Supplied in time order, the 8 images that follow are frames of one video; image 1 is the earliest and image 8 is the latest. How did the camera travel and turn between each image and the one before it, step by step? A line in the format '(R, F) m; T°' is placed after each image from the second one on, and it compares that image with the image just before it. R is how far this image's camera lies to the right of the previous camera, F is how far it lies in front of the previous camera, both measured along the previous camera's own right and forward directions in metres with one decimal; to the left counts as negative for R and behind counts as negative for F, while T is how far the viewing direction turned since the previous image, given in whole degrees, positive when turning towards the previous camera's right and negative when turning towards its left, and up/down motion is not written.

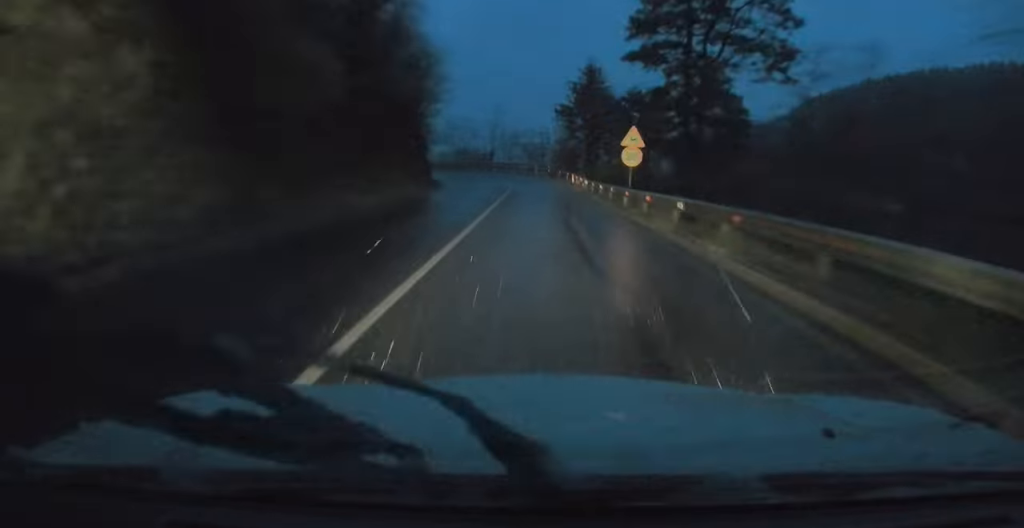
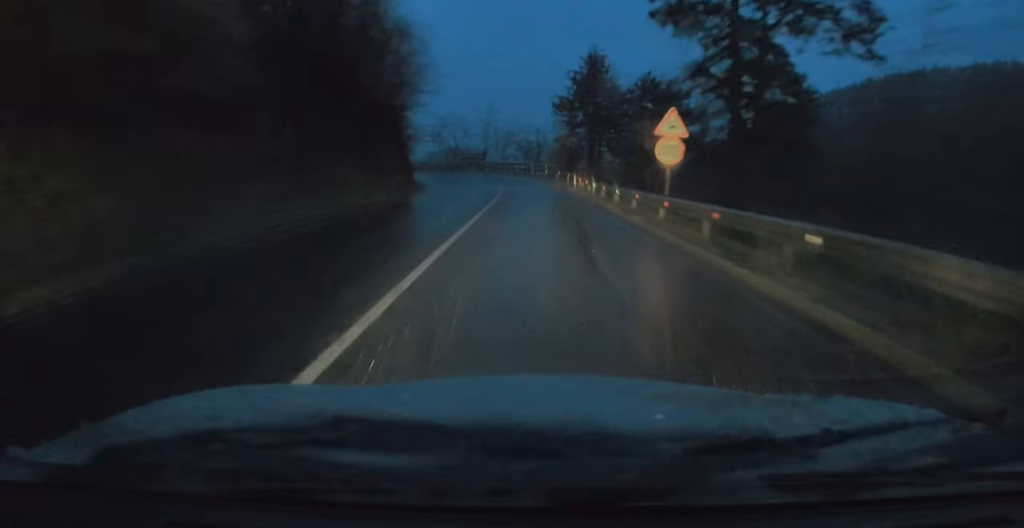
(+0.1, +6.9) m; 0°
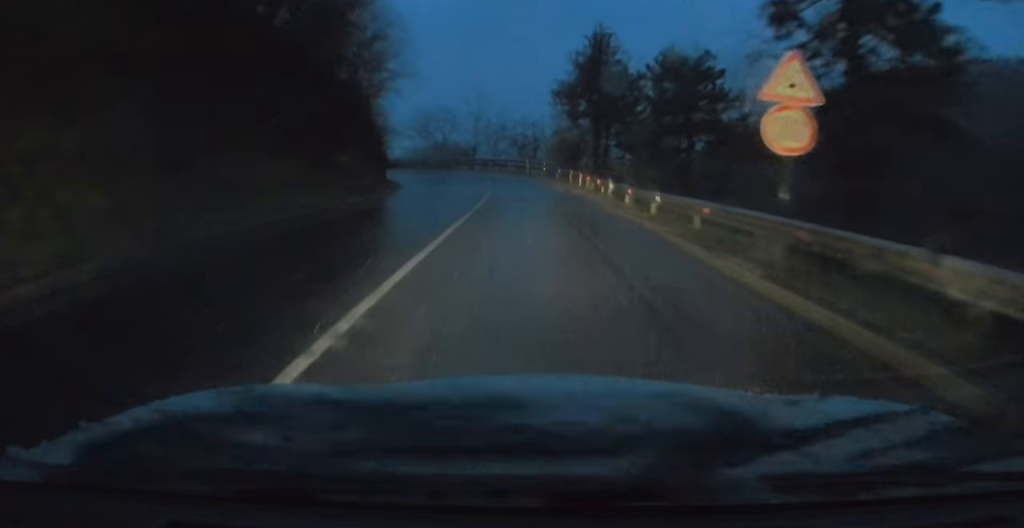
(-0.1, +7.4) m; -2°
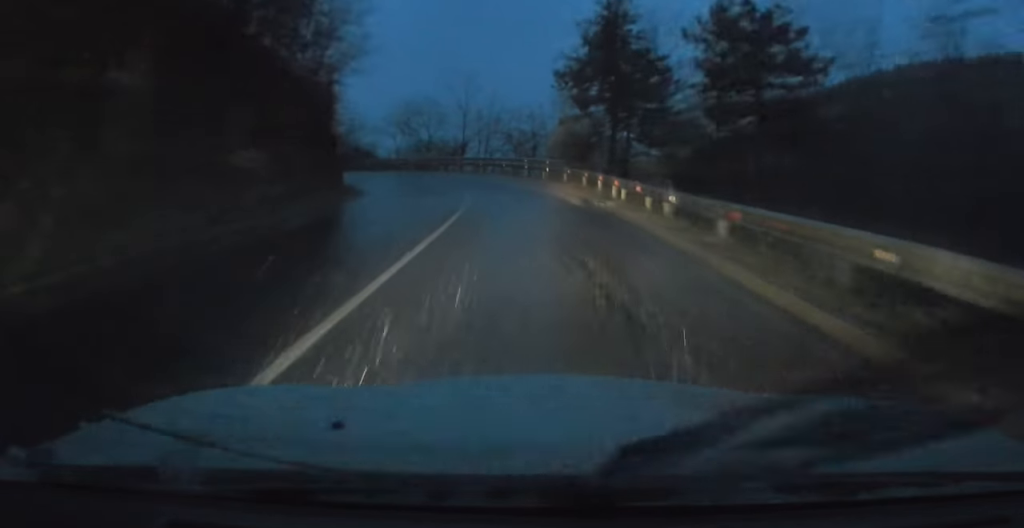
(-0.2, +9.3) m; -3°
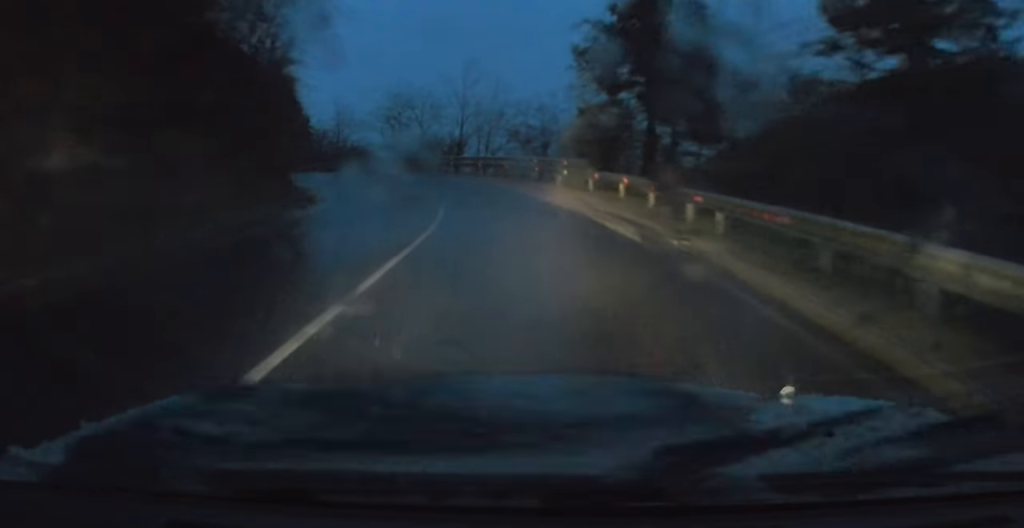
(0.0, +8.8) m; -5°
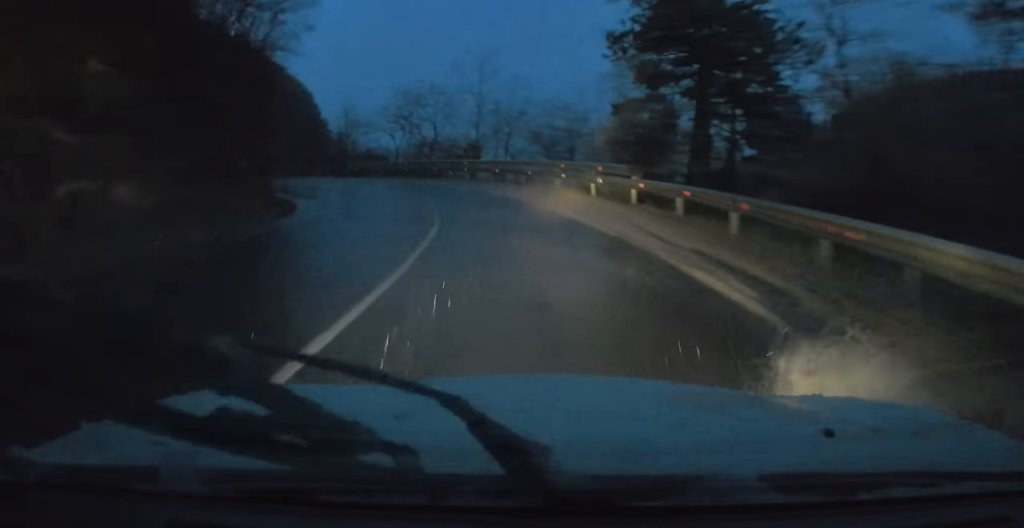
(-0.4, +5.0) m; -4°
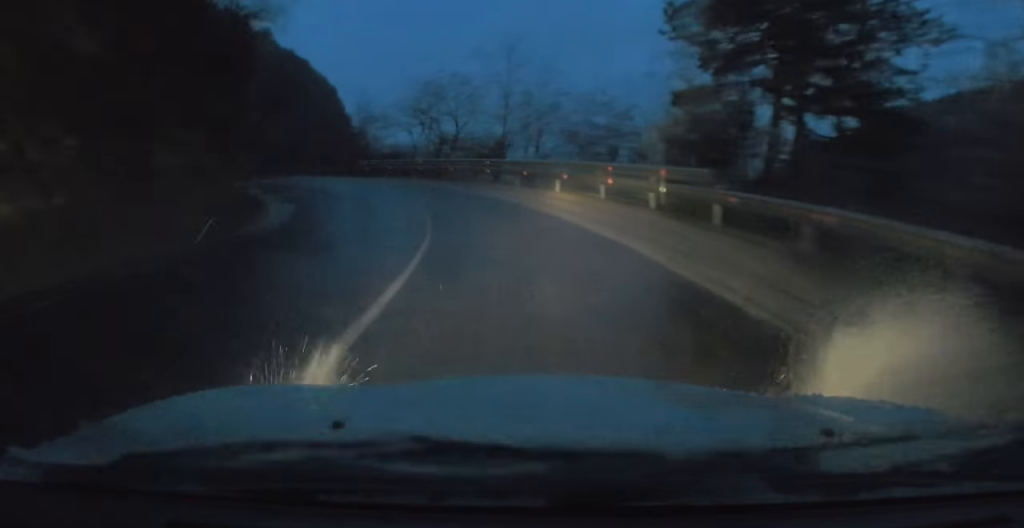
(-0.1, +5.8) m; -5°
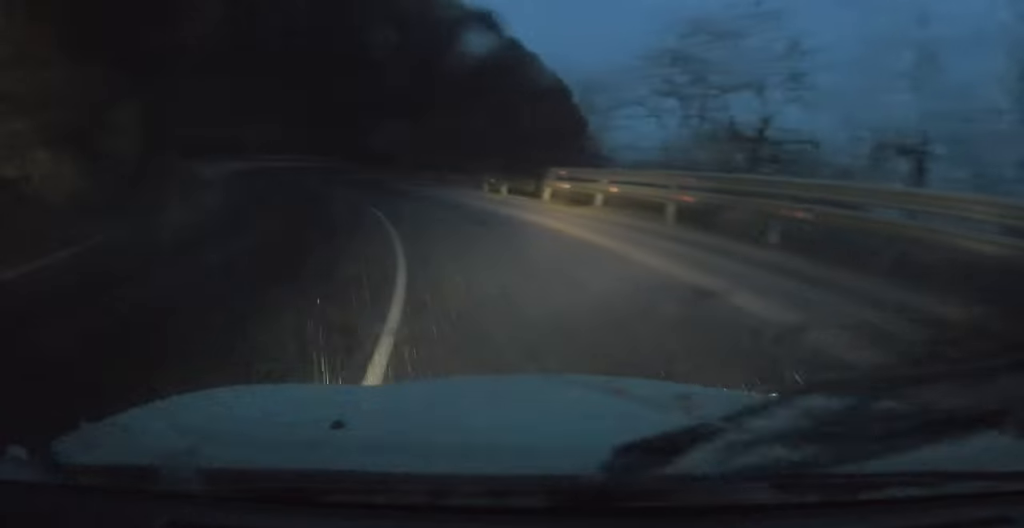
(-5.4, +23.5) m; -25°
